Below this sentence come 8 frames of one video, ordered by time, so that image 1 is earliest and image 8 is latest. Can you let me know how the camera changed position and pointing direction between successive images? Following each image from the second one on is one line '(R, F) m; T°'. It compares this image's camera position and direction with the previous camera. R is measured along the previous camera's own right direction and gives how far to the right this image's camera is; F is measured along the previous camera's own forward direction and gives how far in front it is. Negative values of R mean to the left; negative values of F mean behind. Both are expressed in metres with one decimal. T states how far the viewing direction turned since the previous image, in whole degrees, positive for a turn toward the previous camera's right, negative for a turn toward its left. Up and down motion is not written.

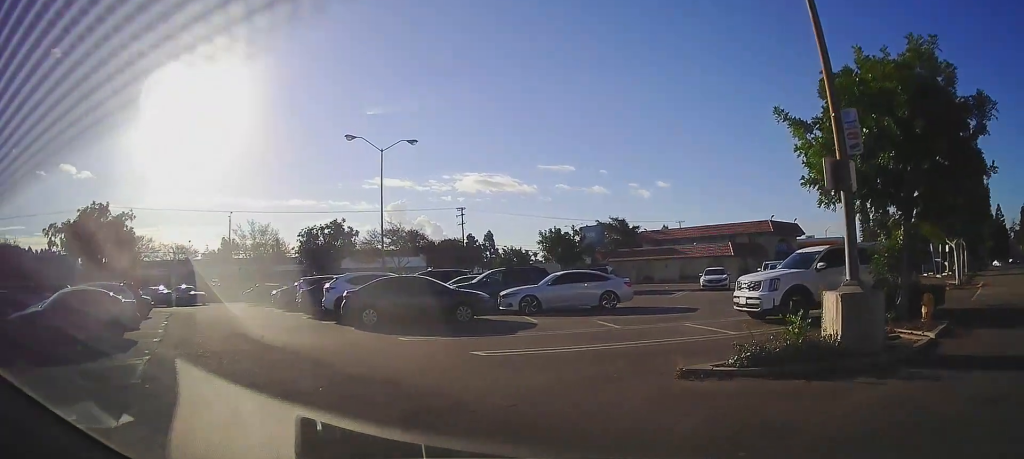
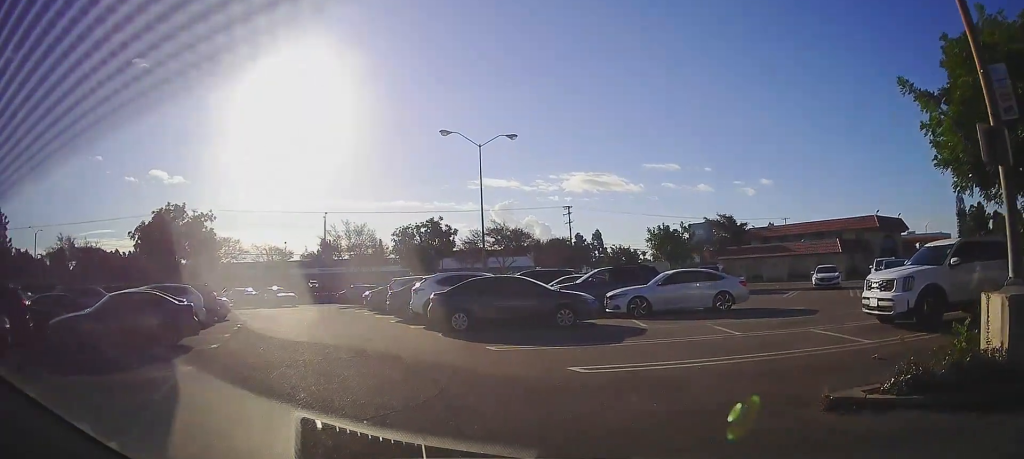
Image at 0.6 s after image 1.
(-0.2, +2.0) m; -12°
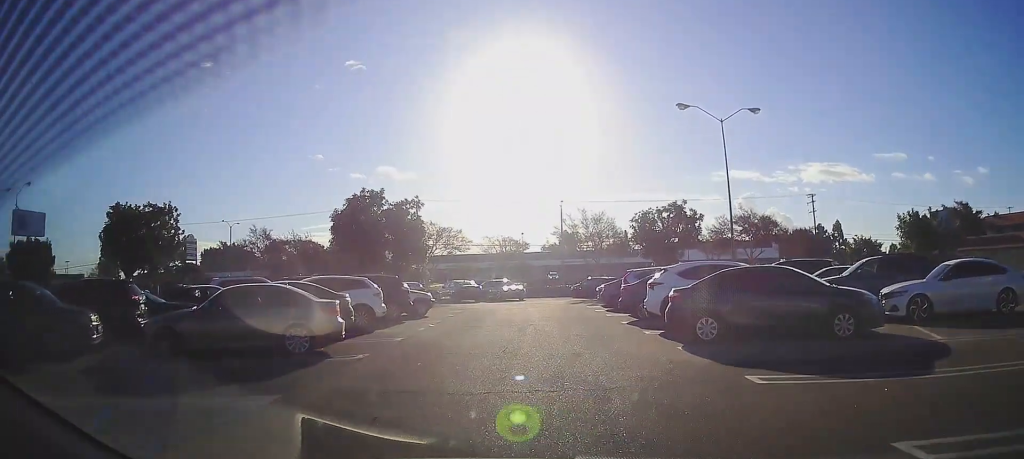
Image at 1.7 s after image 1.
(-0.7, +3.7) m; -24°
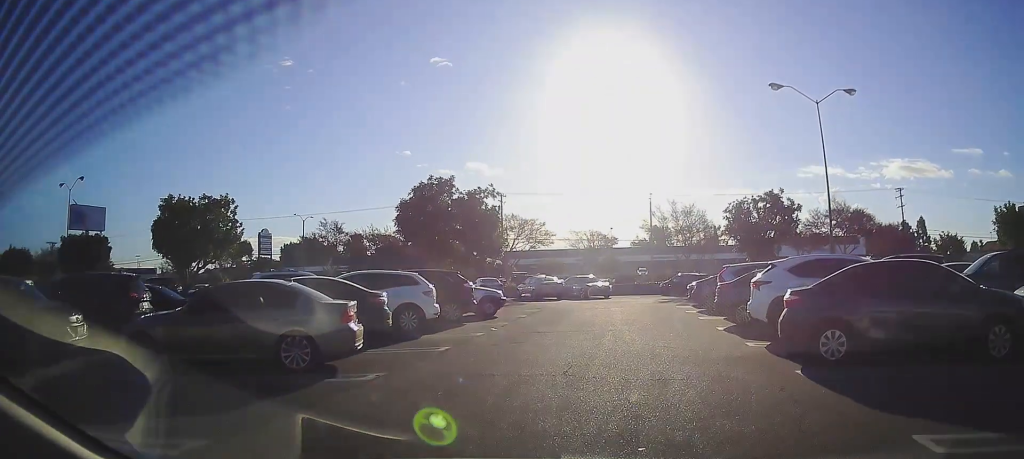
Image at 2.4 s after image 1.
(-0.4, +2.7) m; -13°
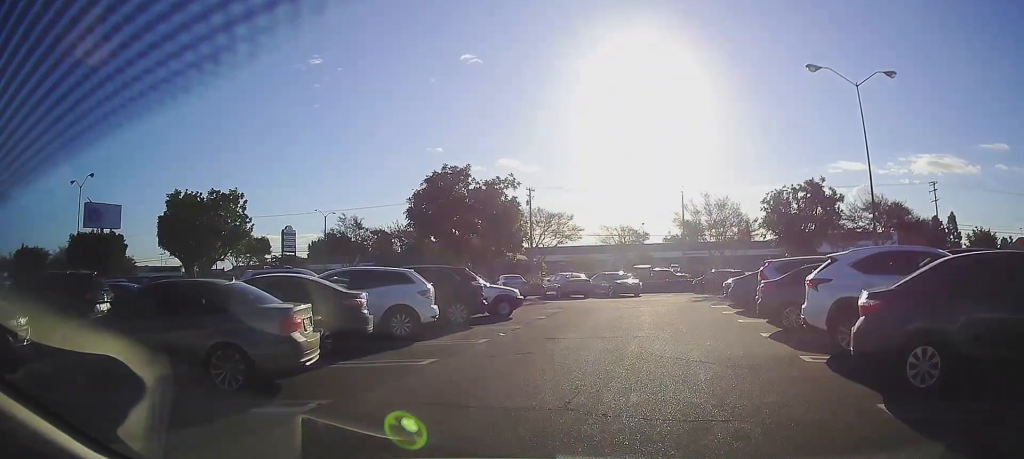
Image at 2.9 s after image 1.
(-0.1, +2.1) m; -2°
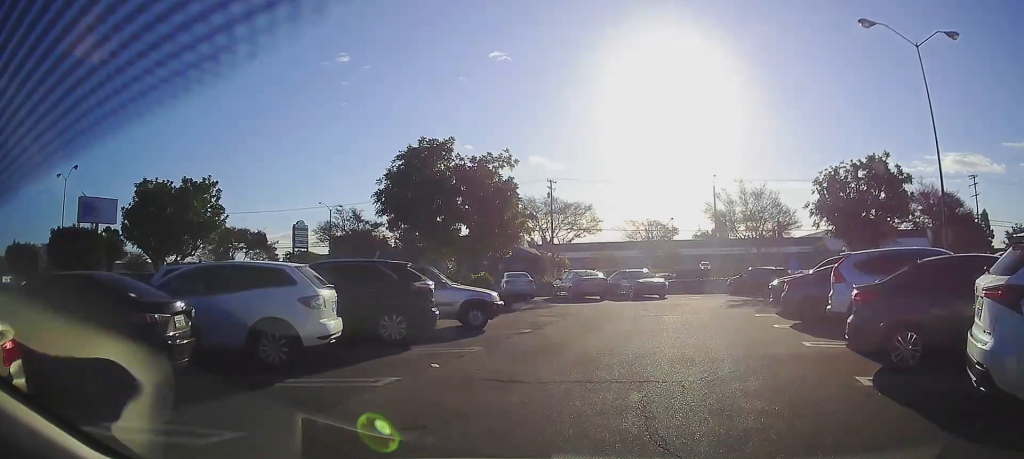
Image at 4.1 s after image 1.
(-0.1, +4.9) m; +2°
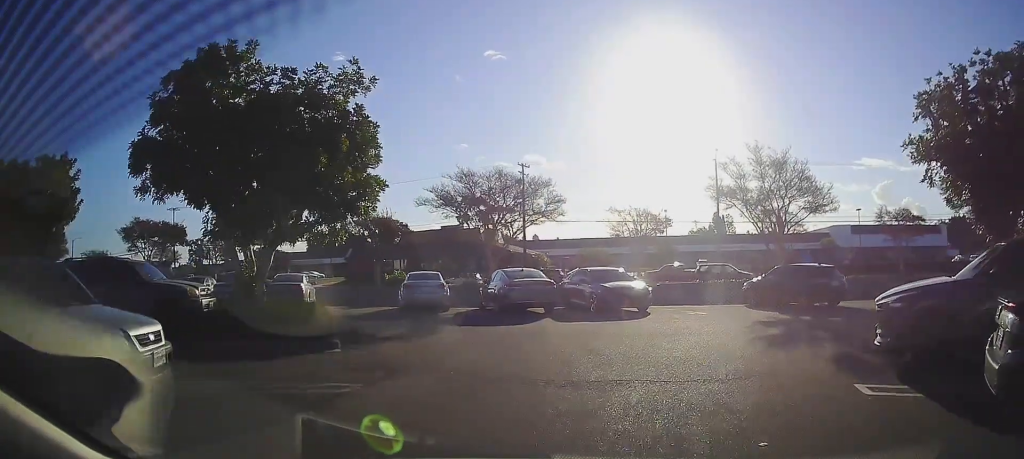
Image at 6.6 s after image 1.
(-0.6, +10.9) m; -5°
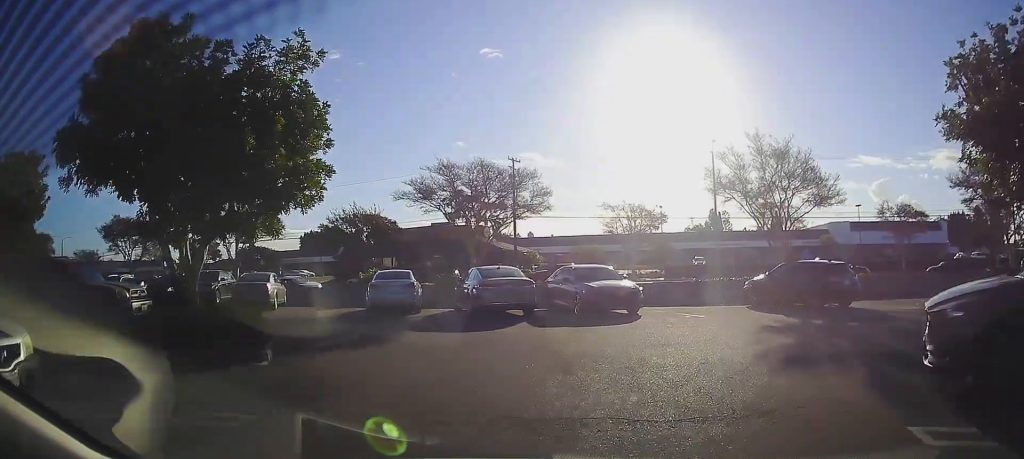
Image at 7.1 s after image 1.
(0.0, +2.1) m; +2°
